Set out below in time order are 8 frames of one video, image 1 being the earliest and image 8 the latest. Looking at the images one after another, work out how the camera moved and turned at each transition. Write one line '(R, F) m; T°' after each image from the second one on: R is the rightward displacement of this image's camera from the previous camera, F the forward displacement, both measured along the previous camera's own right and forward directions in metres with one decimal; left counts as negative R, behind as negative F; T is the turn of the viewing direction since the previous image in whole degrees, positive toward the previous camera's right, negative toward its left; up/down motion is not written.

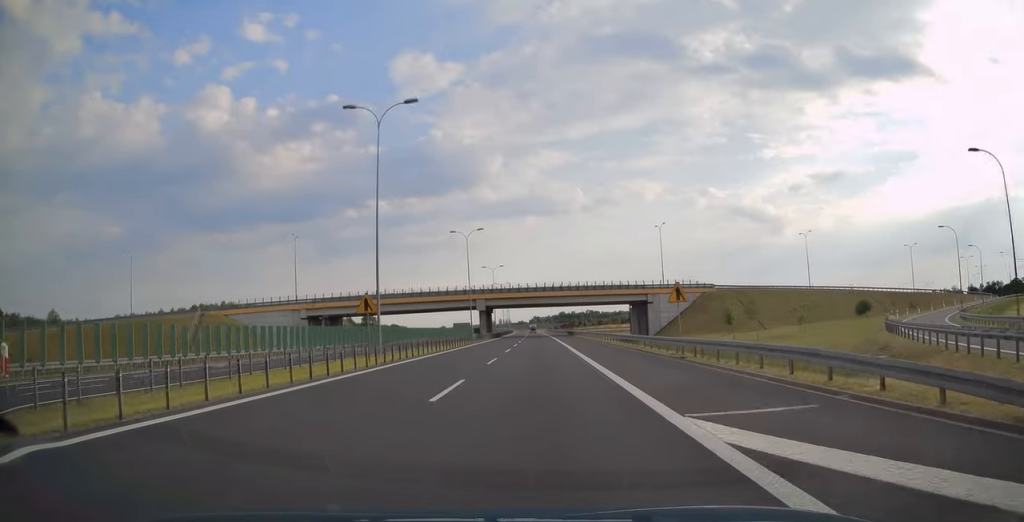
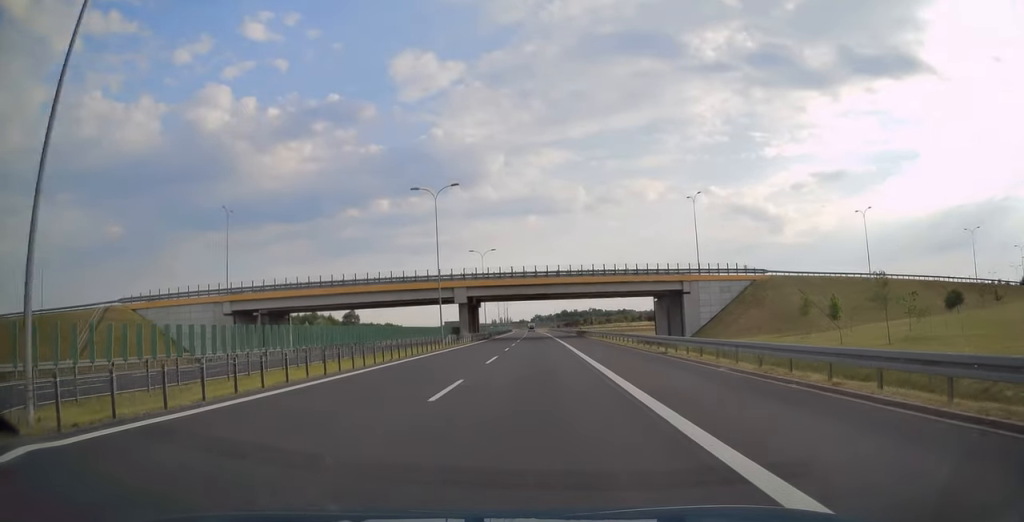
(0.0, +24.0) m; 0°
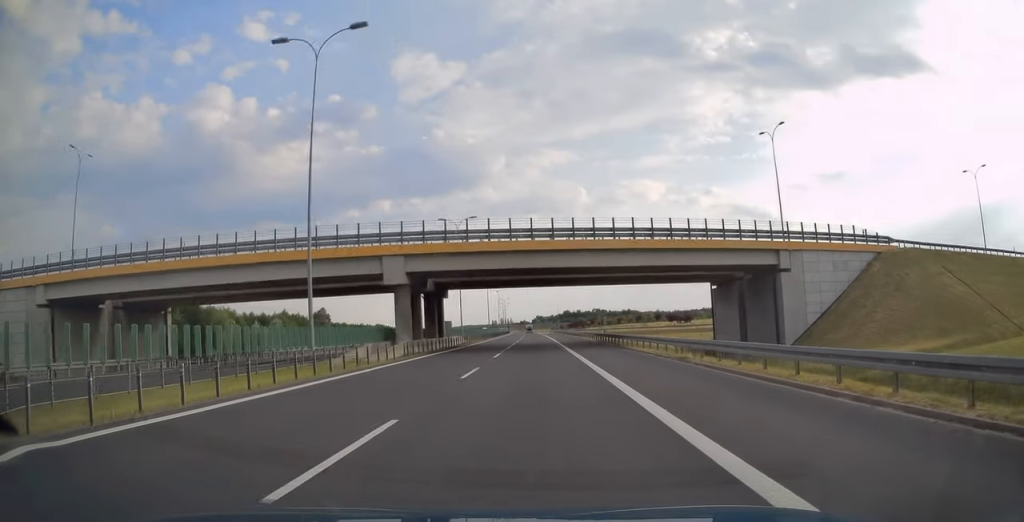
(-0.1, +30.5) m; 0°
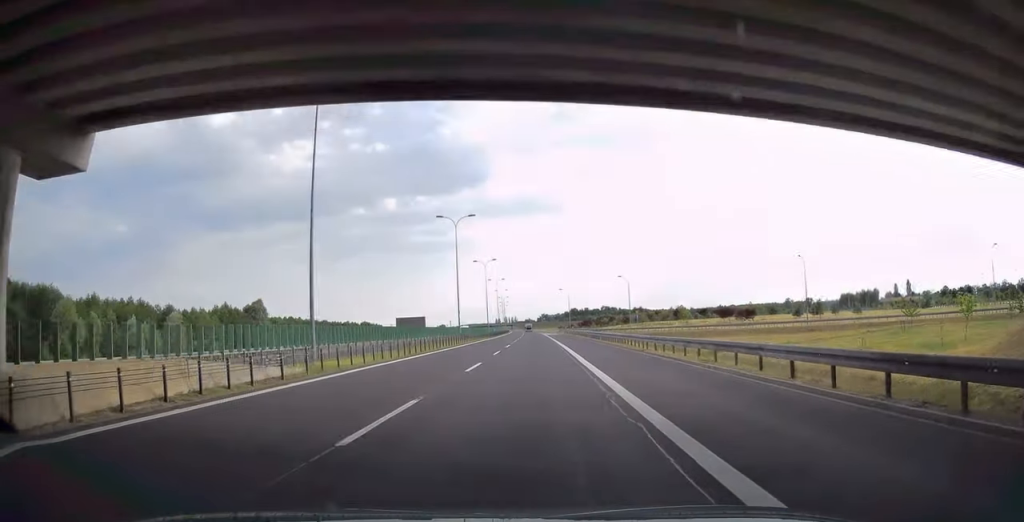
(-0.1, +45.8) m; 0°
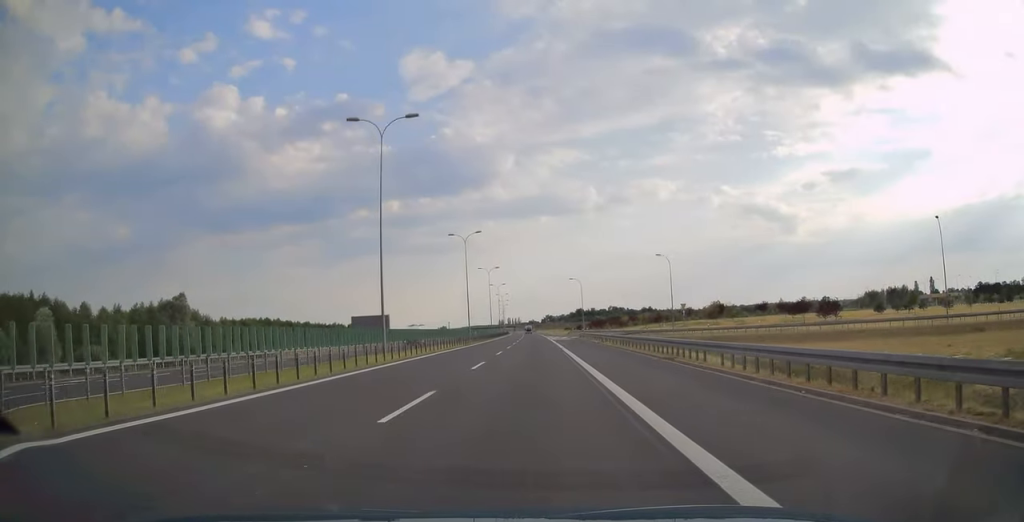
(-0.2, +33.7) m; 0°
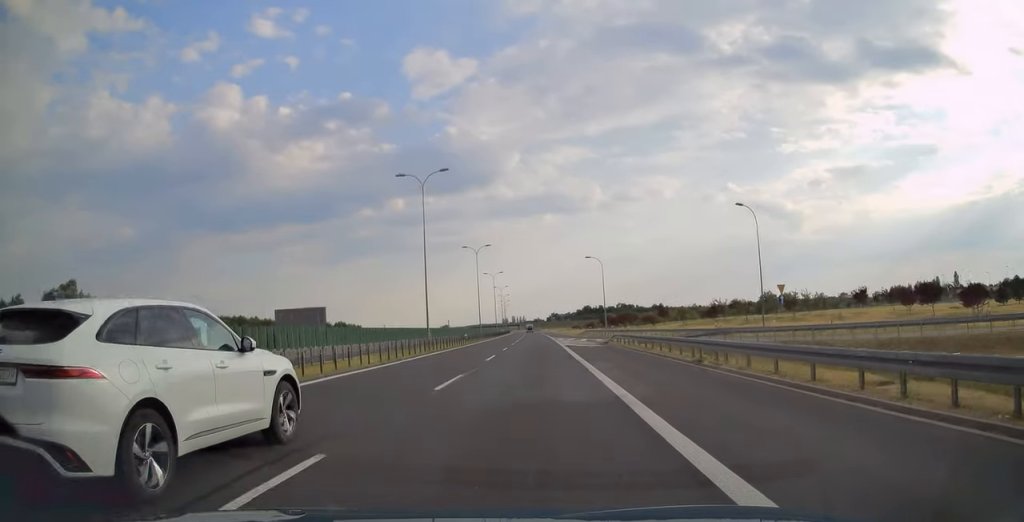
(-0.1, +31.1) m; 0°
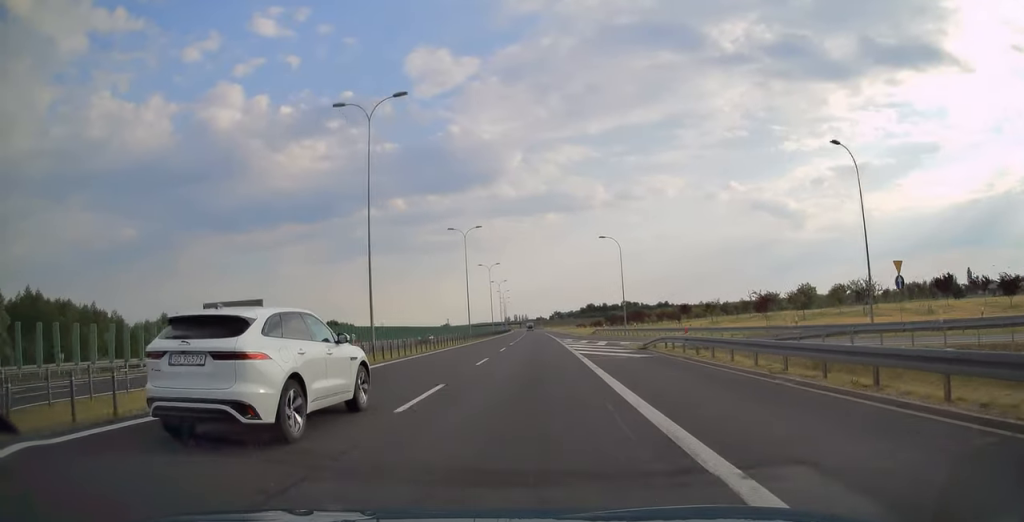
(0.0, +16.4) m; 0°
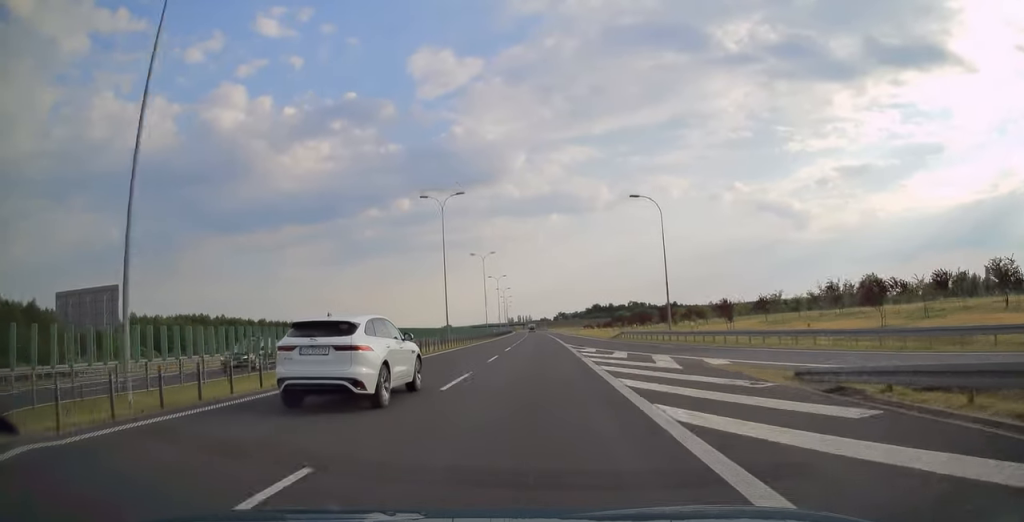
(-0.1, +20.2) m; 0°
